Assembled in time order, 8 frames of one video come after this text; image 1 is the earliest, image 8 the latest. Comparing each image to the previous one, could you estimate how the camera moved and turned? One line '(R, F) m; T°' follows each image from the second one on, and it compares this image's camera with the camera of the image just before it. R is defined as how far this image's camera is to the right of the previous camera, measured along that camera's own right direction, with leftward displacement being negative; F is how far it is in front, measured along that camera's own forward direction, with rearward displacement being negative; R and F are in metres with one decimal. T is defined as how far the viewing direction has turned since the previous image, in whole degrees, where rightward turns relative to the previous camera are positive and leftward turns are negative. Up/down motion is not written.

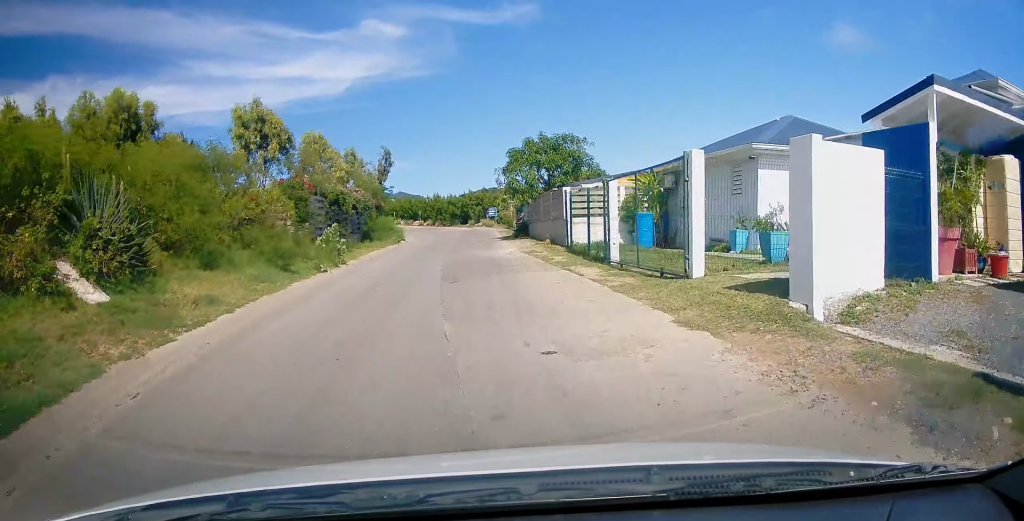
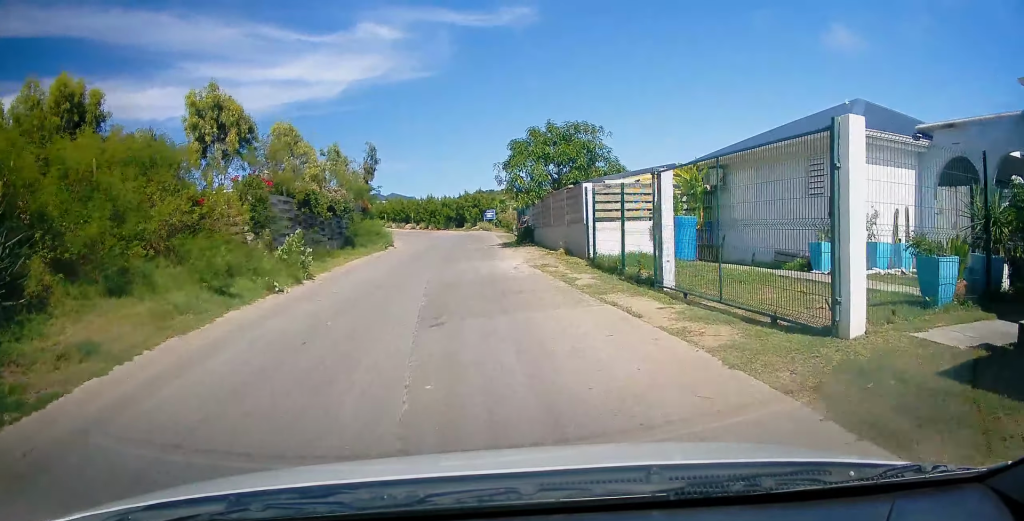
(-0.4, +4.3) m; 0°
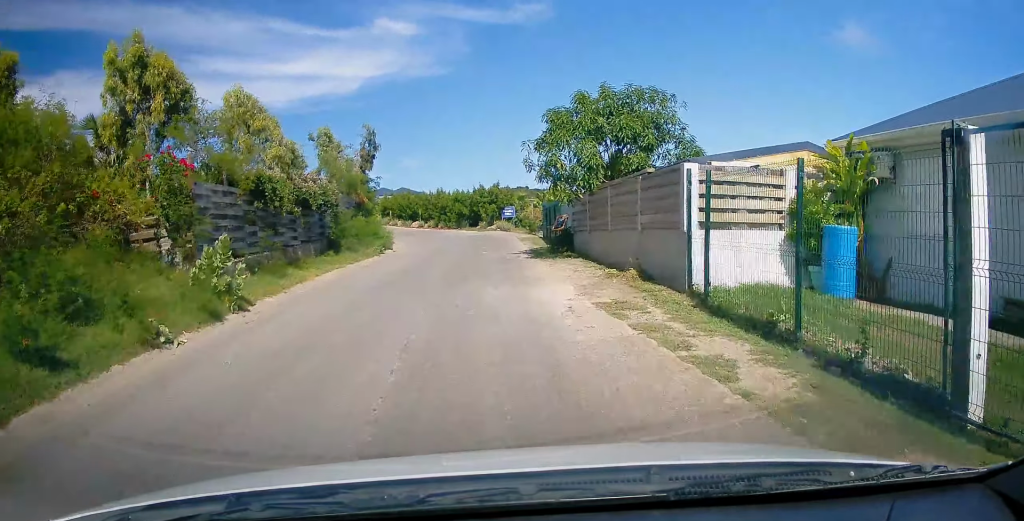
(+0.1, +6.5) m; -1°
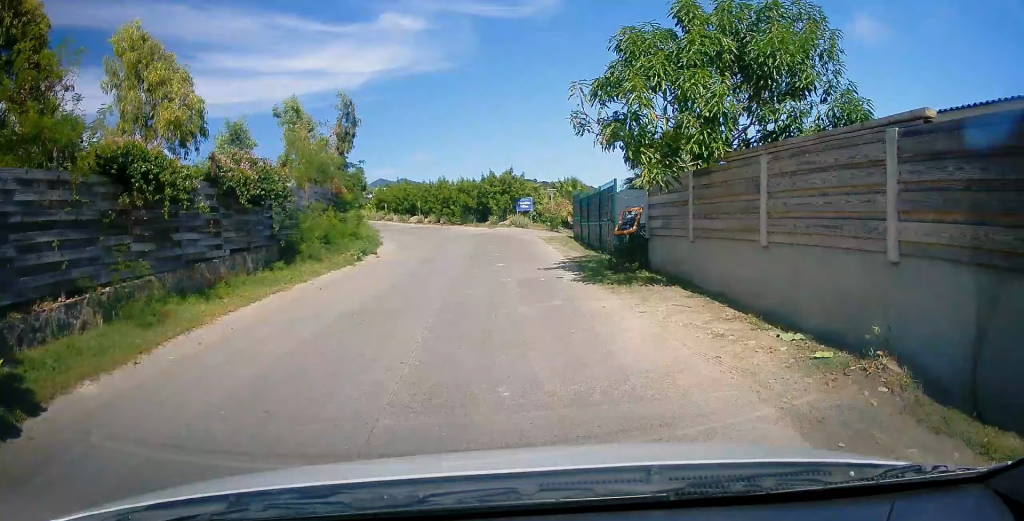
(0.0, +7.0) m; 0°
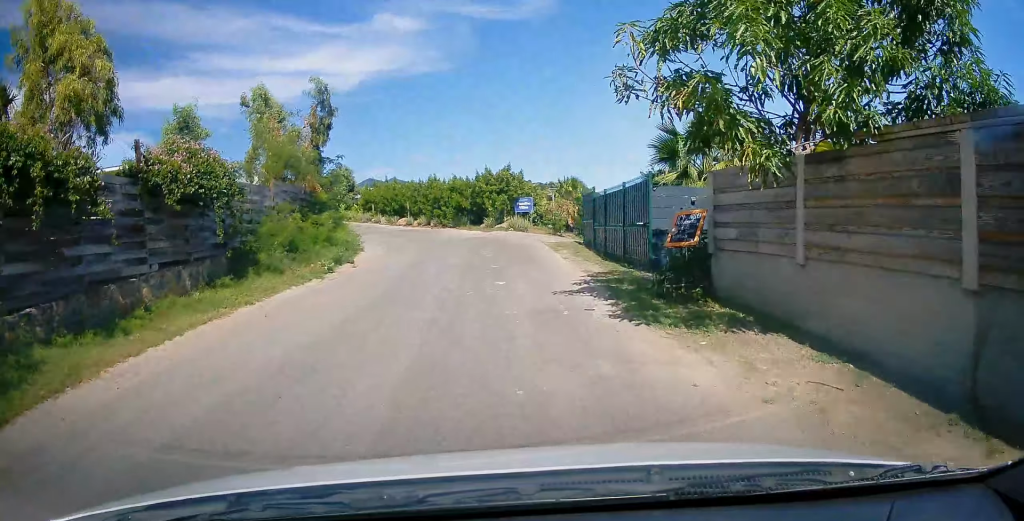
(-0.2, +3.3) m; +1°
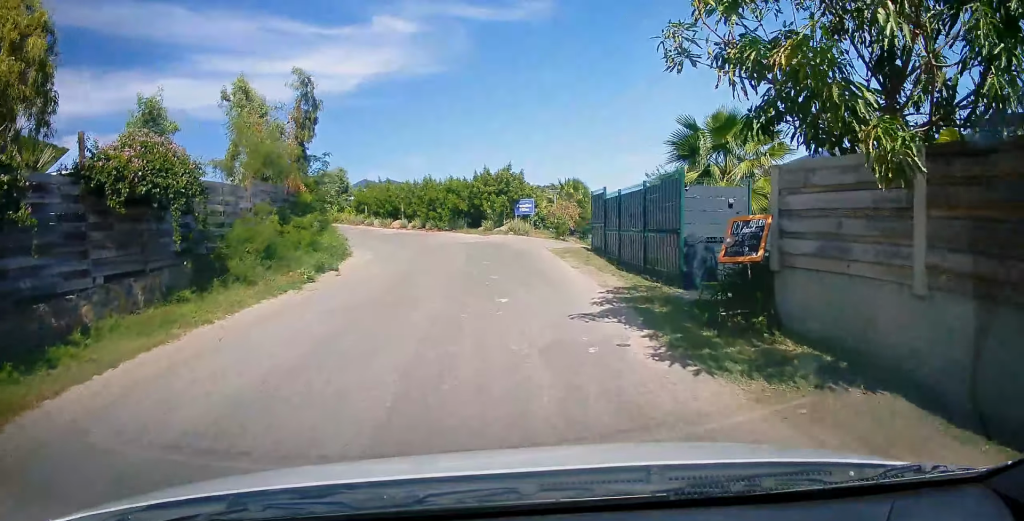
(+0.2, +1.9) m; -1°
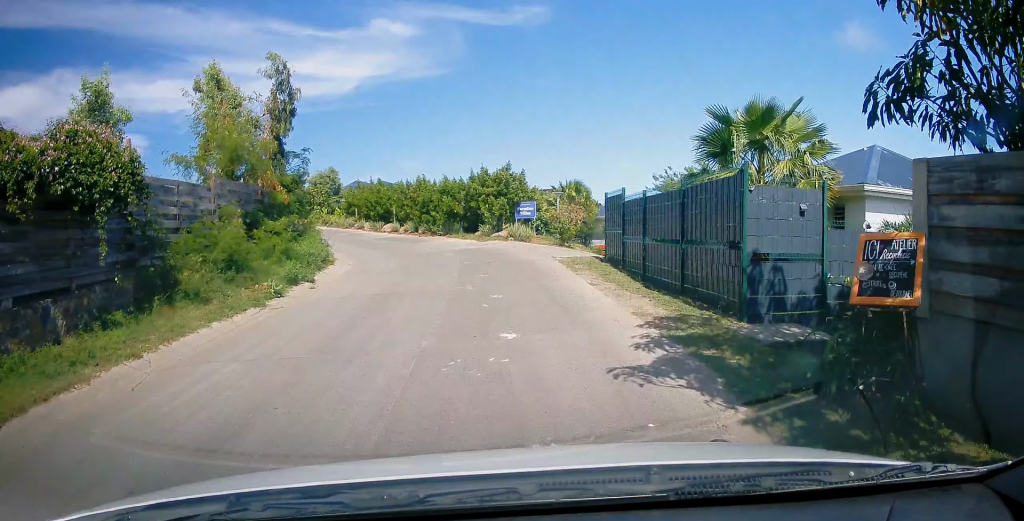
(+0.1, +2.6) m; -1°
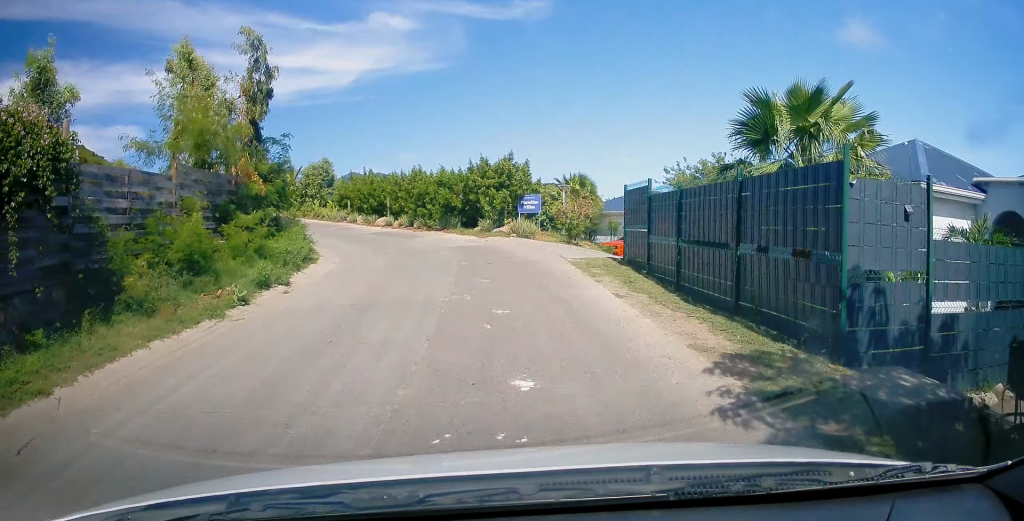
(-0.3, +1.8) m; 0°
